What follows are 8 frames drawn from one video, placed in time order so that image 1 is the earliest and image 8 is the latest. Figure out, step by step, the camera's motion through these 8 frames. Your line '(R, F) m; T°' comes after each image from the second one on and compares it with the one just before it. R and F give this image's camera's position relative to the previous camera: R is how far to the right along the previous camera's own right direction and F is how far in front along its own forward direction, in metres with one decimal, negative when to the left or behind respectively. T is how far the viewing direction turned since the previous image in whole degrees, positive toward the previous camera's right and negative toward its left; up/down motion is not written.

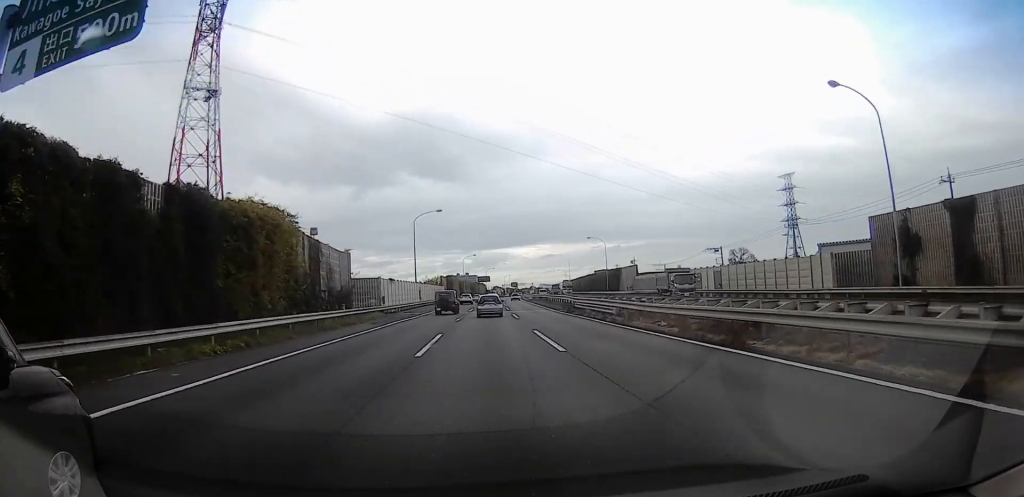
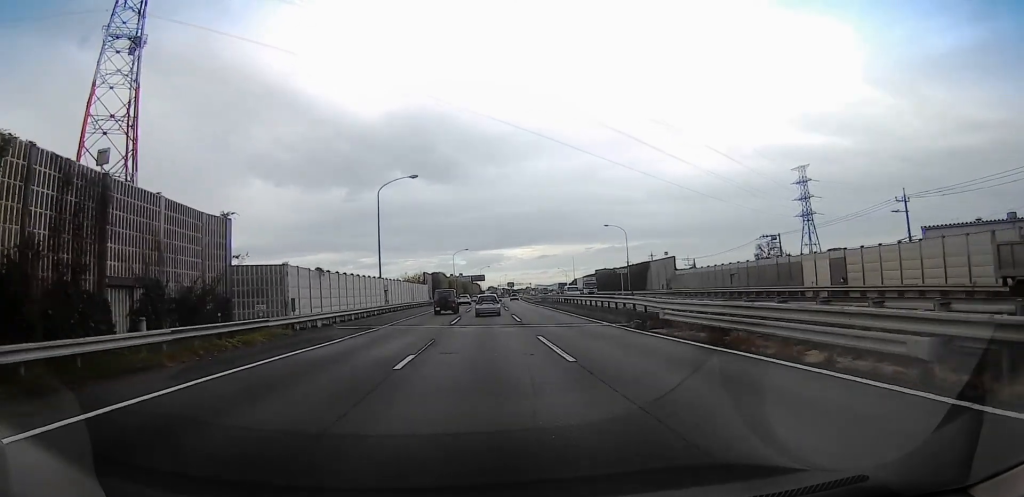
(+1.3, +23.2) m; +3°
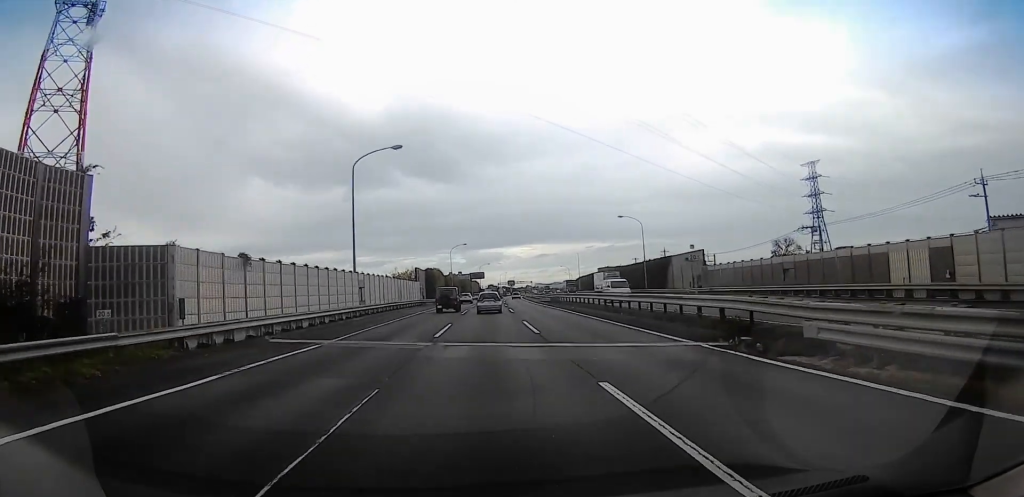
(0.0, +10.6) m; 0°
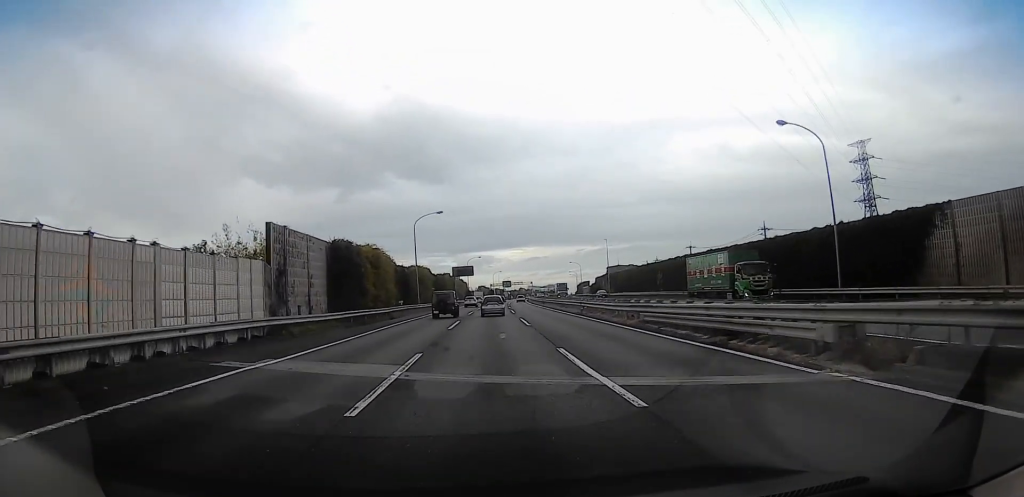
(-1.2, +53.6) m; +1°
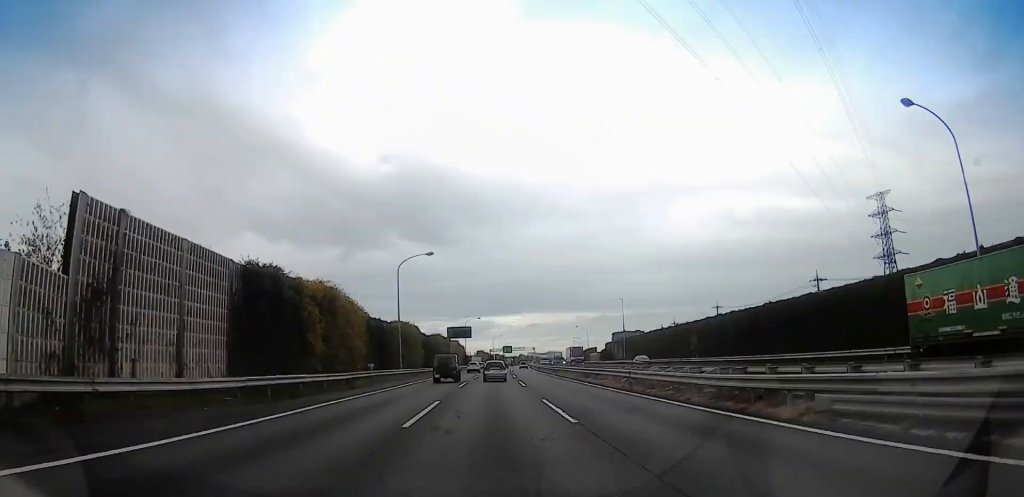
(+0.5, +13.9) m; +1°
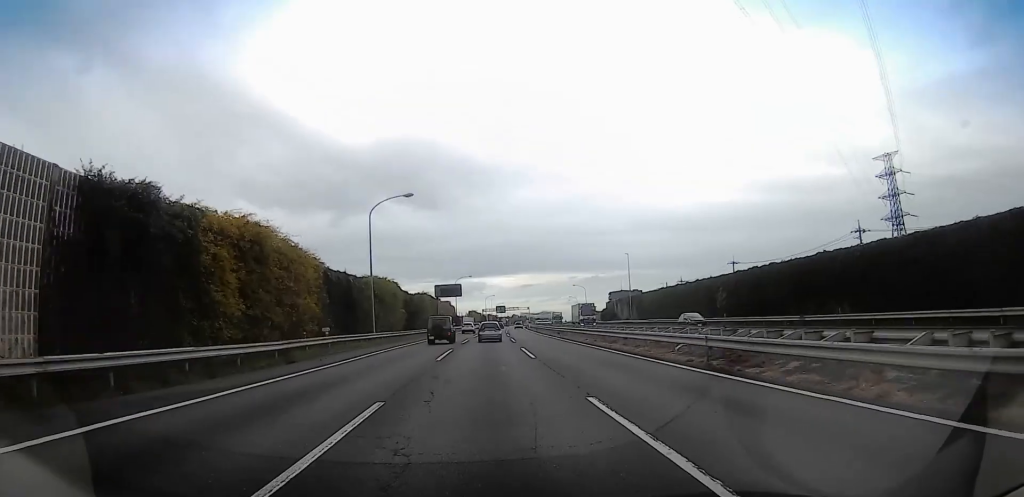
(-0.4, +11.2) m; -1°
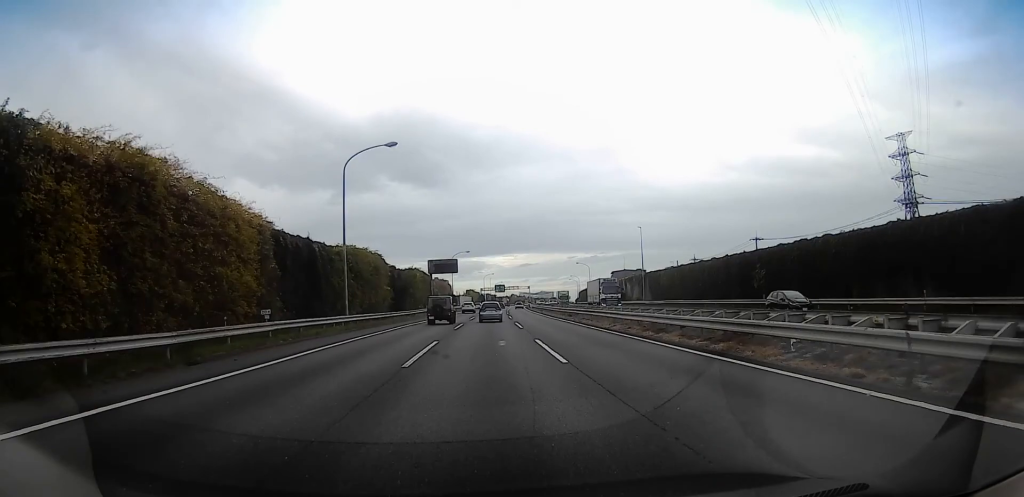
(-0.1, +9.1) m; -1°
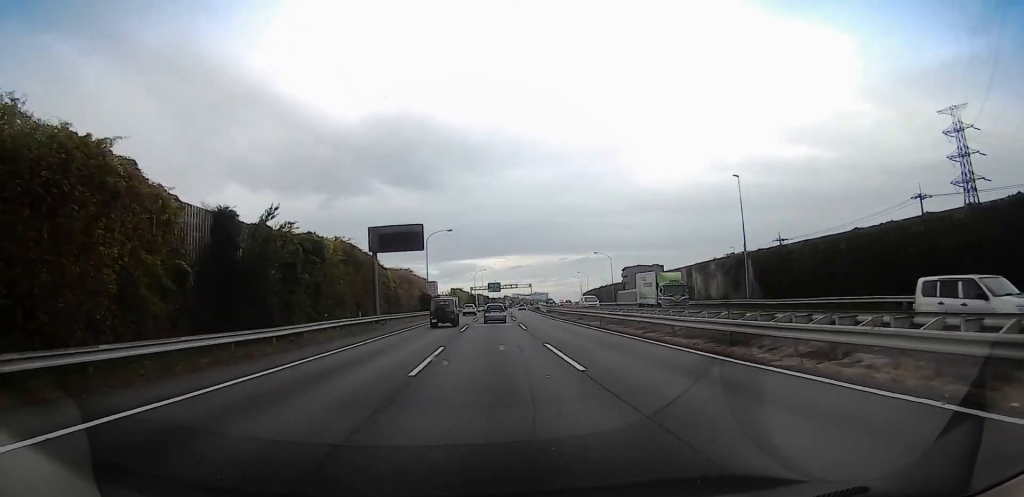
(0.0, +40.4) m; 0°
